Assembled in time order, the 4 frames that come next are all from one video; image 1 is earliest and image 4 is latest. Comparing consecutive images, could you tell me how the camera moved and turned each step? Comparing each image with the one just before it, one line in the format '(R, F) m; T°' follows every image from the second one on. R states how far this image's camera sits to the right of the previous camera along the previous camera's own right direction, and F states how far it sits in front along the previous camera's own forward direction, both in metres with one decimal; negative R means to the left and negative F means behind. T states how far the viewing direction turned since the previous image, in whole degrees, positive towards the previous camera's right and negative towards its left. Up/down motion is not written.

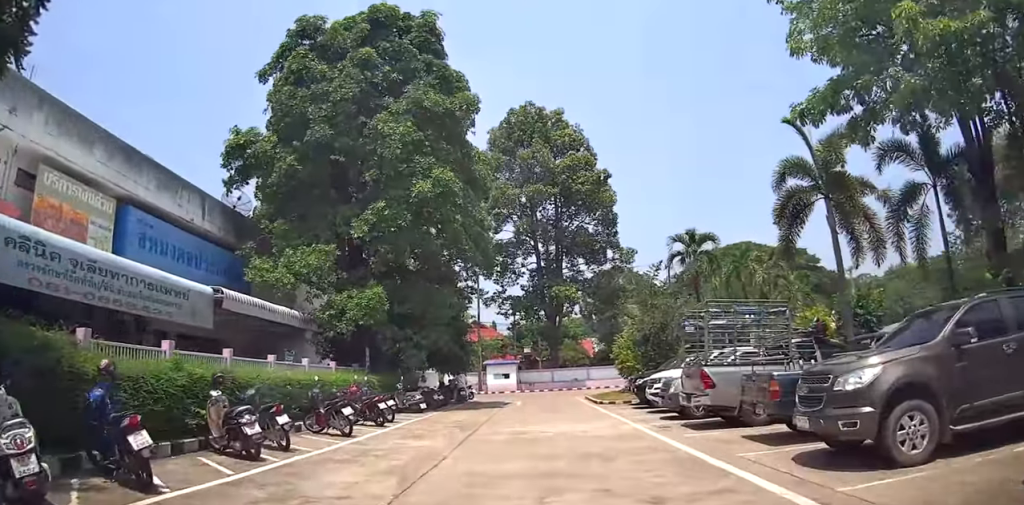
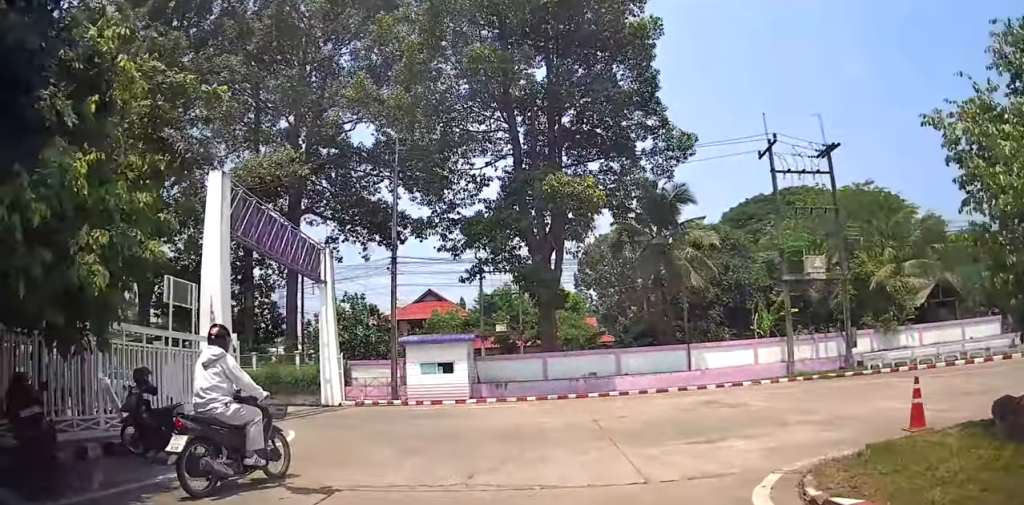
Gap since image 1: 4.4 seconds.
(-0.4, +28.8) m; -2°
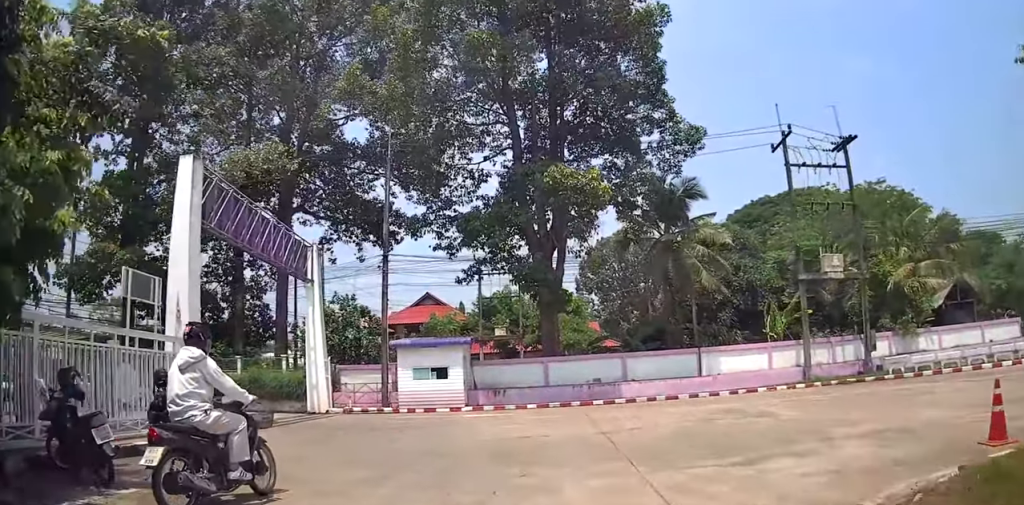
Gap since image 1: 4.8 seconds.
(0.0, +2.1) m; 0°
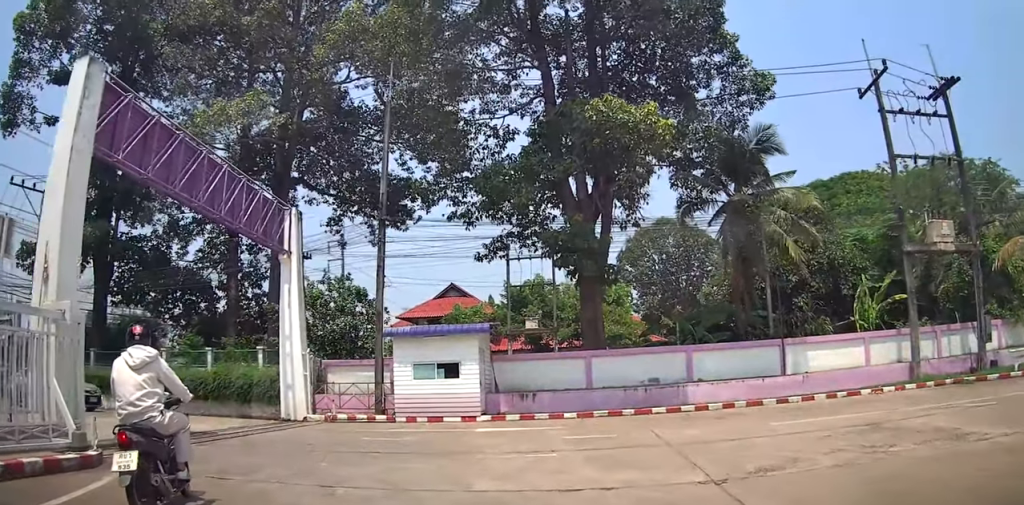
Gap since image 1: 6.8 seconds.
(-0.3, +9.0) m; -7°
